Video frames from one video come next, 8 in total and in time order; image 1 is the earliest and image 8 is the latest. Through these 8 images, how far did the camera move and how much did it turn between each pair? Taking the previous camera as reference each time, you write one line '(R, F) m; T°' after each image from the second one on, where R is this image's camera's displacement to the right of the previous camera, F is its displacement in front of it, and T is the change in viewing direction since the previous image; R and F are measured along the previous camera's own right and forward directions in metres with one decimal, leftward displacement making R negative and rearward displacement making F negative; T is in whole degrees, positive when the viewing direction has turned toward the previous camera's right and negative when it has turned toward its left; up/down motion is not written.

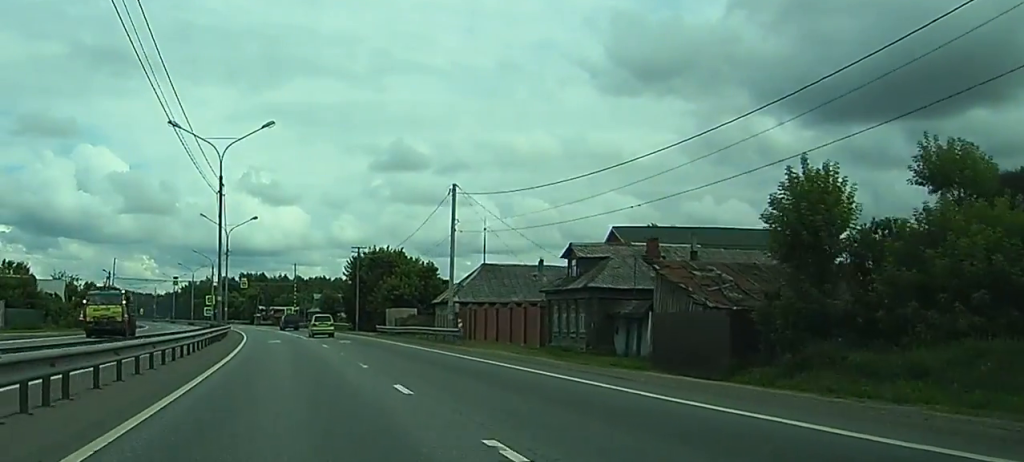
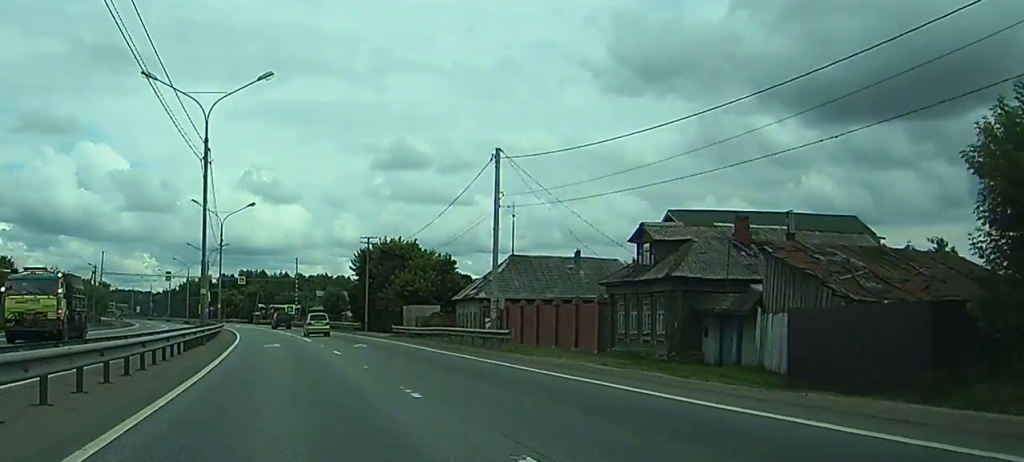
(0.0, +9.2) m; 0°
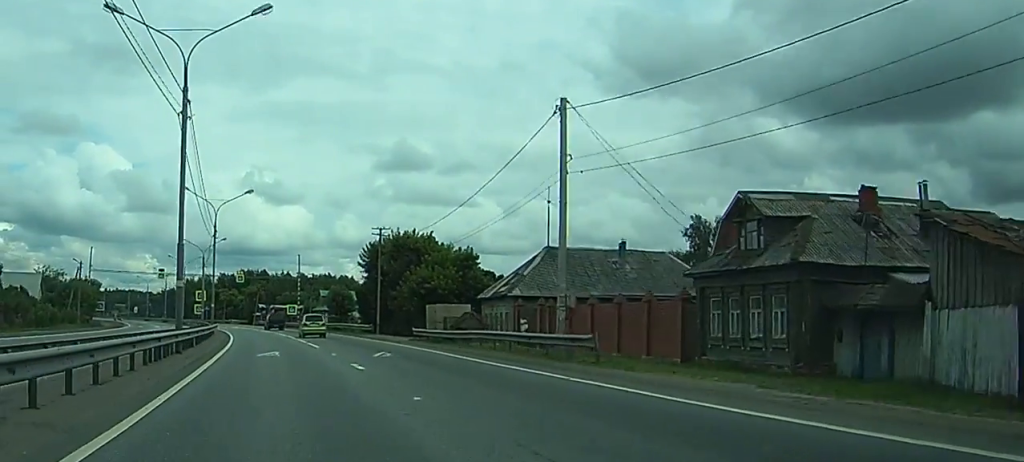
(0.0, +8.6) m; 0°
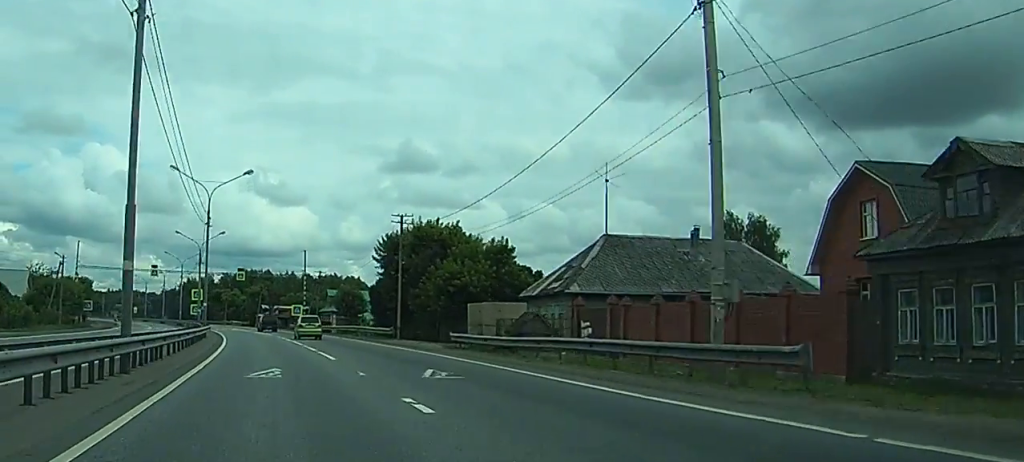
(0.0, +9.9) m; -1°
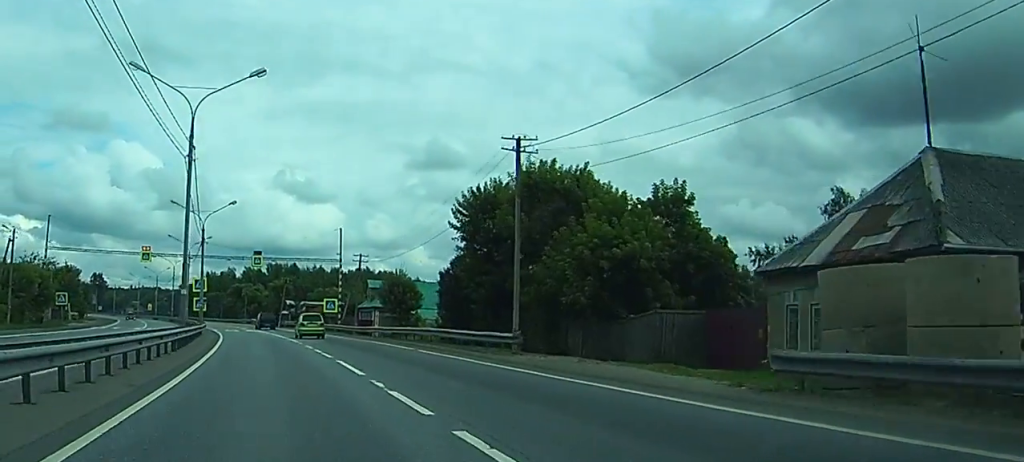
(-0.5, +24.4) m; -3°
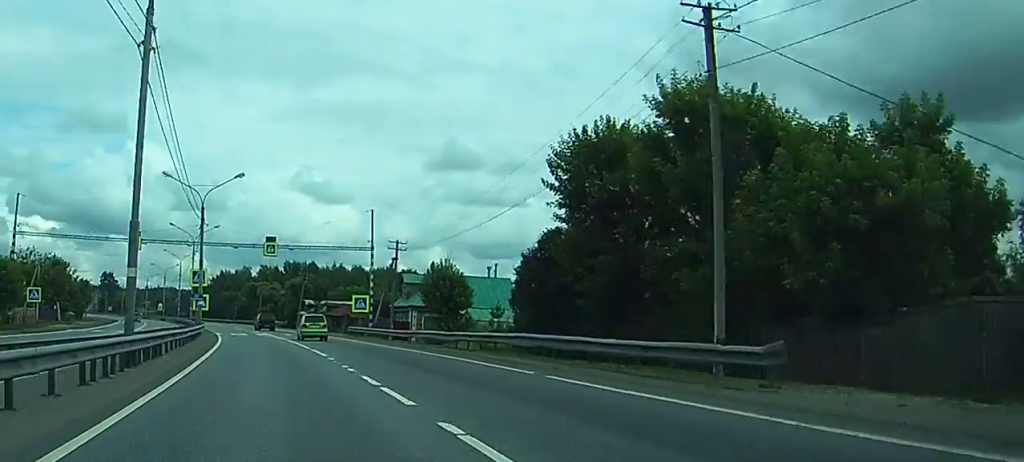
(-0.2, +15.2) m; -1°
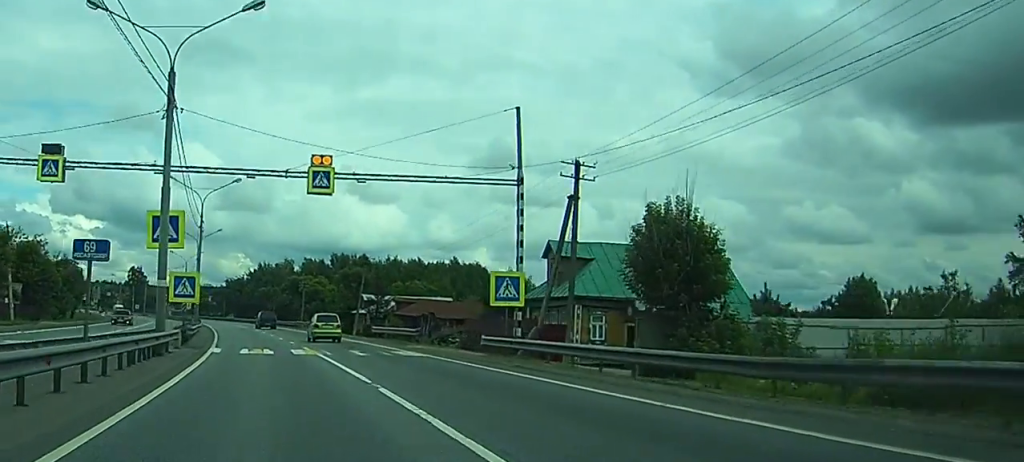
(0.0, +34.4) m; 0°
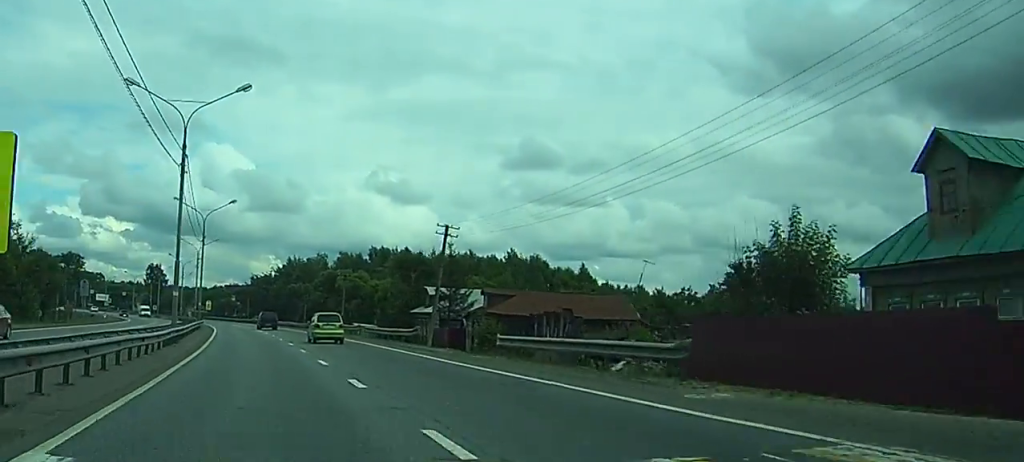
(0.0, +27.6) m; -1°
